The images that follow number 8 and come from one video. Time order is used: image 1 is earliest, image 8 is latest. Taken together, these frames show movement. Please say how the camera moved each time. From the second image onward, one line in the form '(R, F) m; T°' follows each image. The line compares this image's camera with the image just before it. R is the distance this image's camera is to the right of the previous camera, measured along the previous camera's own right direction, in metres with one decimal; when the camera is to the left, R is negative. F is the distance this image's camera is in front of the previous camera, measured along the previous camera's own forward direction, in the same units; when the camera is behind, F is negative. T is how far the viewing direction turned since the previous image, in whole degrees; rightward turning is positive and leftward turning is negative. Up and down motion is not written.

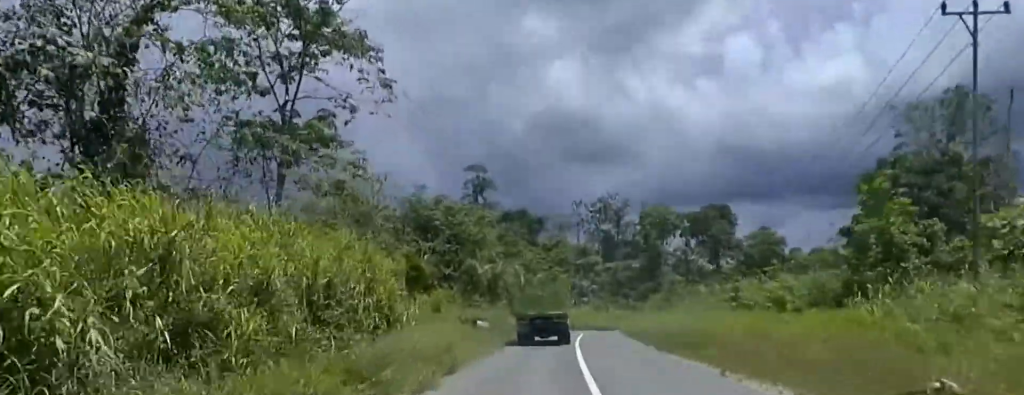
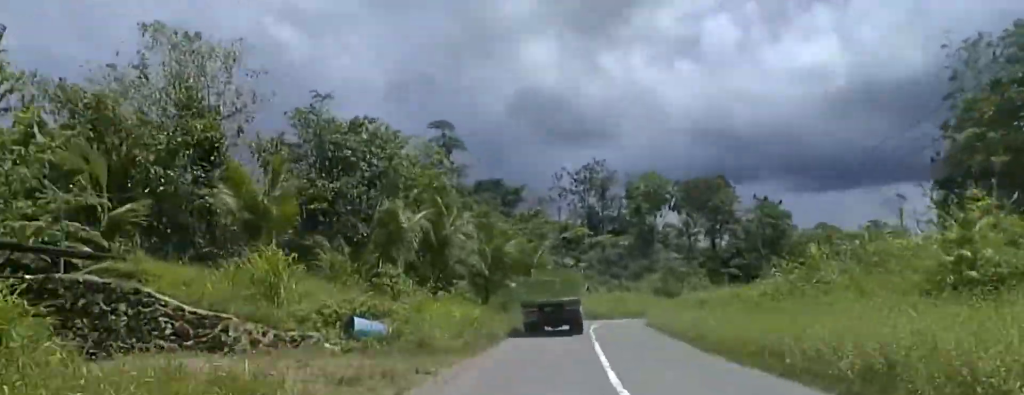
(-0.6, +17.1) m; +4°
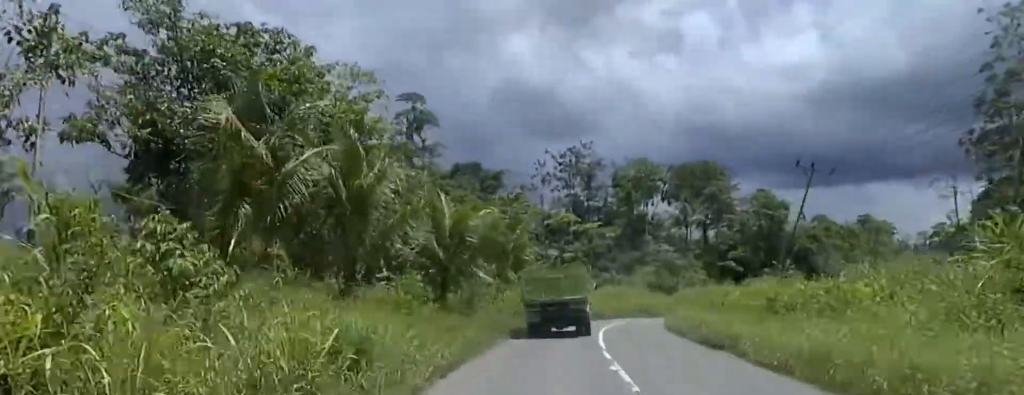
(+0.7, +10.4) m; +7°
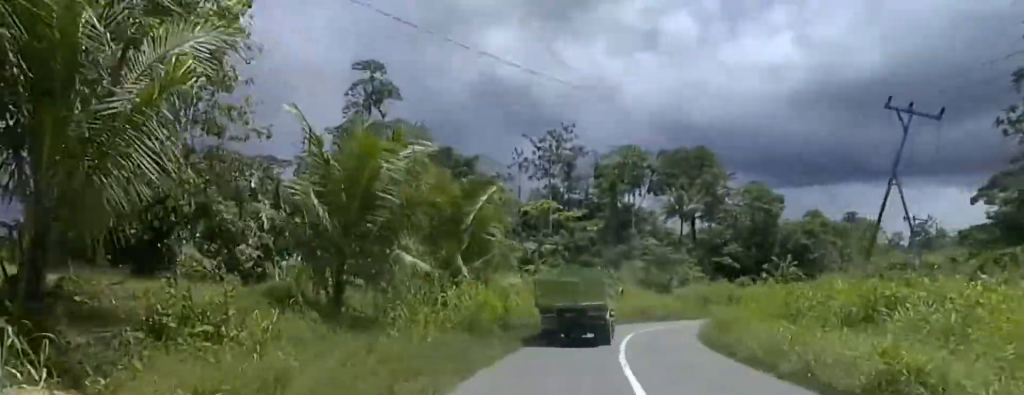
(+0.4, +10.8) m; +4°
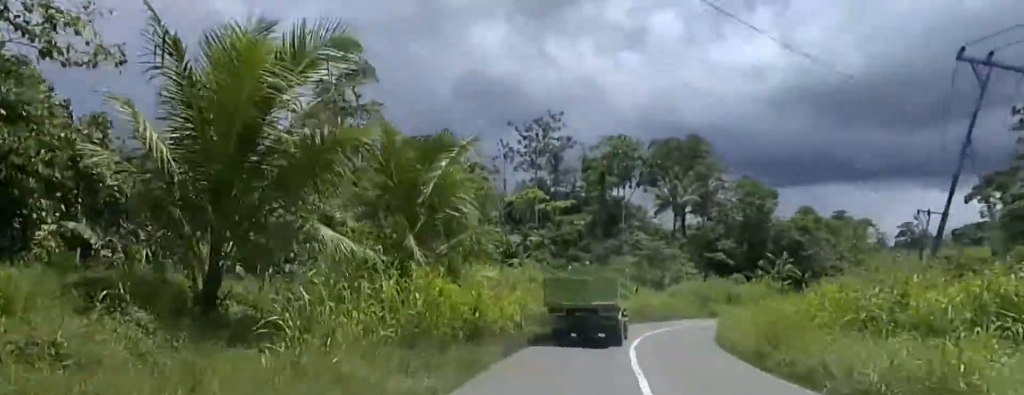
(+0.6, +5.0) m; 0°
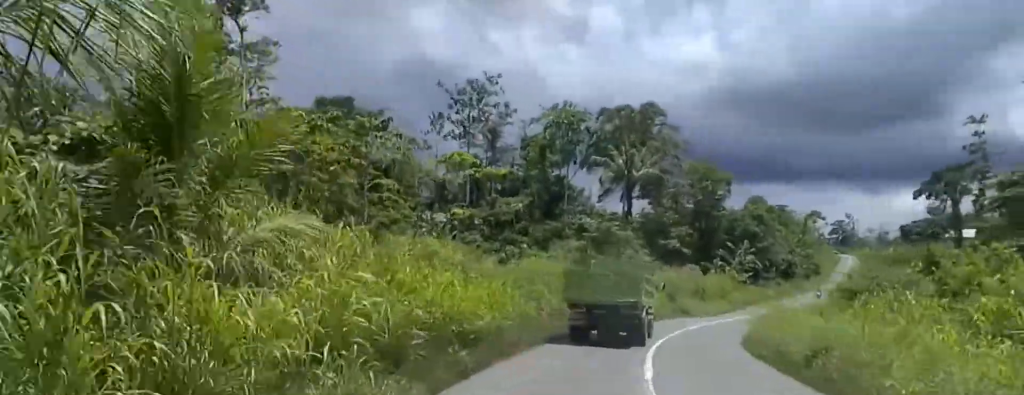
(-0.9, +13.3) m; +1°
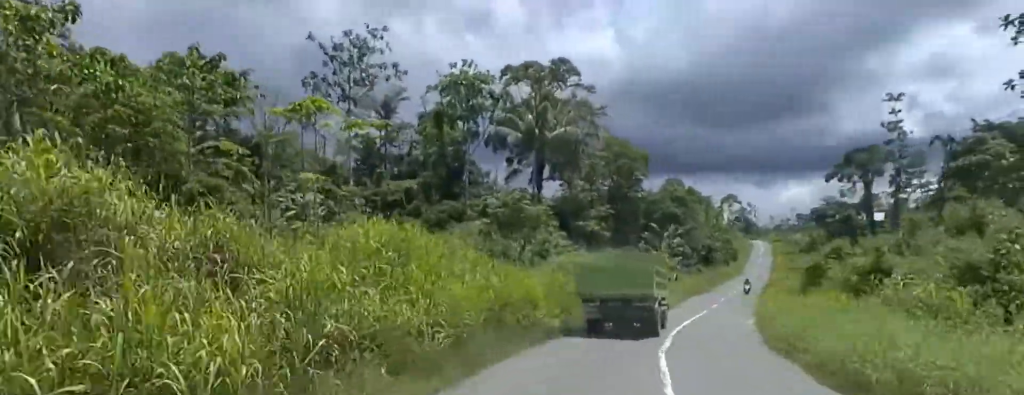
(+2.4, +13.6) m; +17°
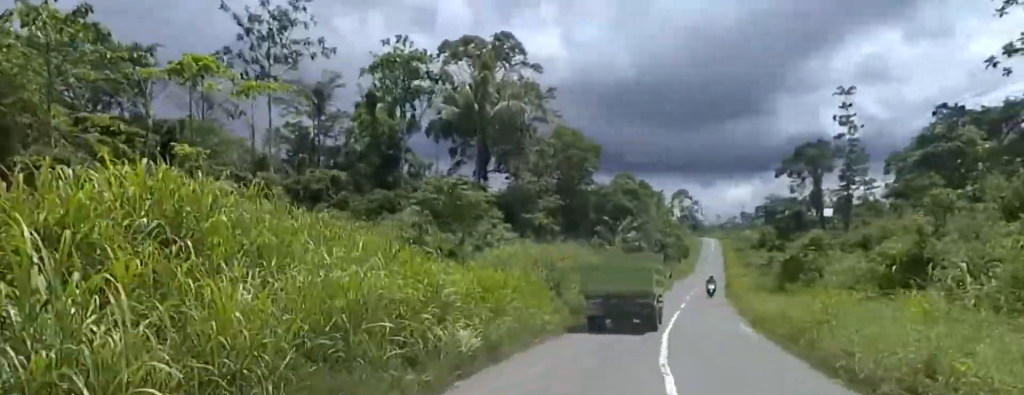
(+1.0, +6.8) m; +1°
